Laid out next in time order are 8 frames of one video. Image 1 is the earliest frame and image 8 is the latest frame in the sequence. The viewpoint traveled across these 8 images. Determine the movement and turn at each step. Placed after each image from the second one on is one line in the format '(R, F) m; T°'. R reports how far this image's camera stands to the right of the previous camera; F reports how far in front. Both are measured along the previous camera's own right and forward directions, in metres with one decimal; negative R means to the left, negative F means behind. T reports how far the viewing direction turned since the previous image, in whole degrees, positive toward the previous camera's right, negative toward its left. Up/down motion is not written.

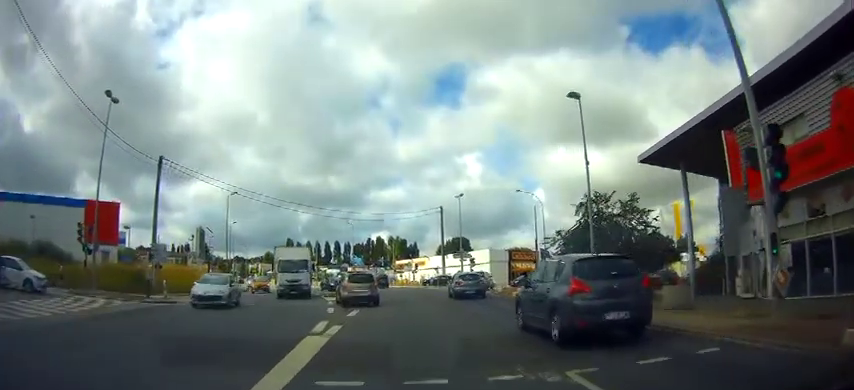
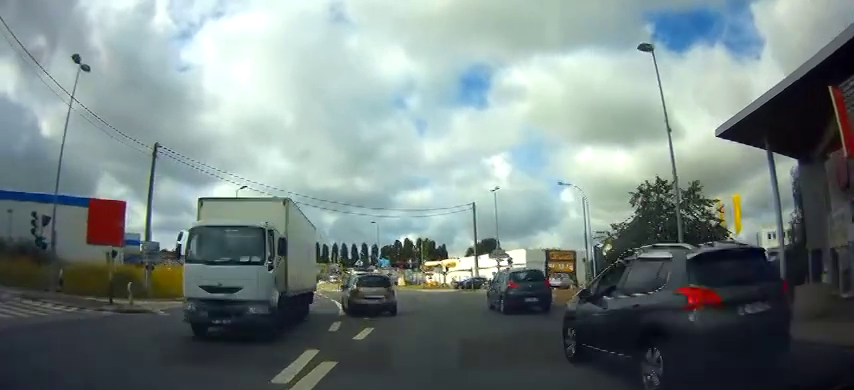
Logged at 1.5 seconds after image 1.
(-0.1, +5.3) m; -2°
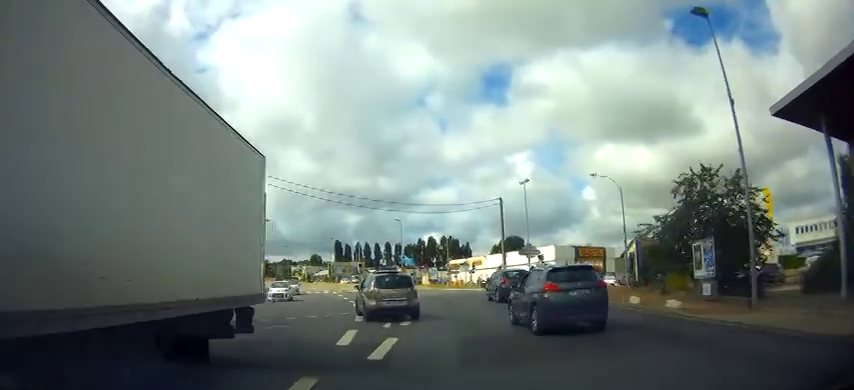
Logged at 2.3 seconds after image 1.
(0.0, +2.7) m; -1°
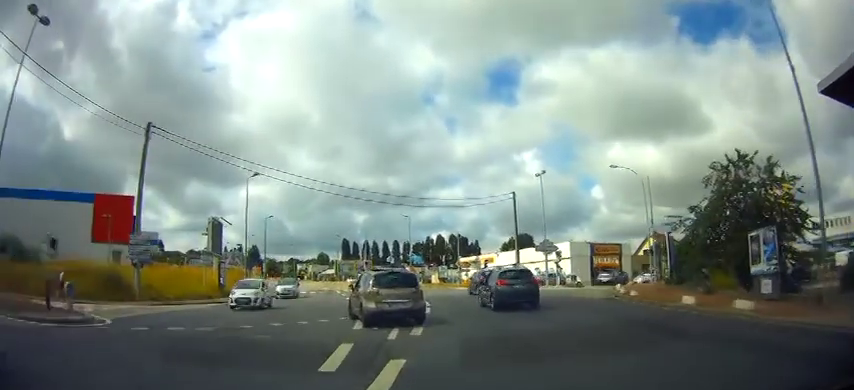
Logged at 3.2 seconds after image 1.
(0.0, +2.8) m; -4°
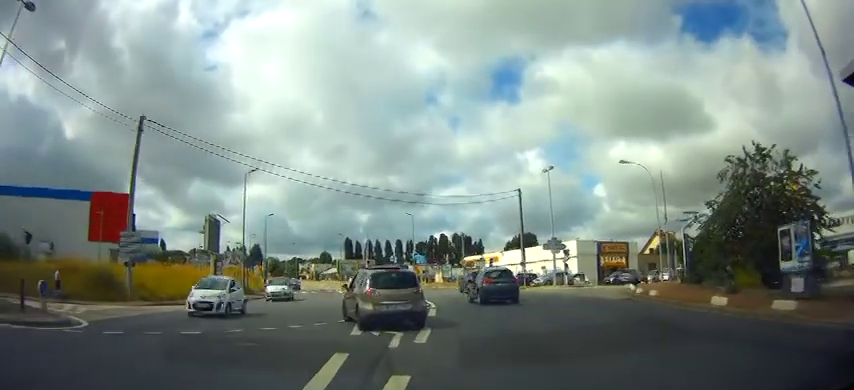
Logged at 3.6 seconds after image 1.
(-0.1, +1.2) m; -1°
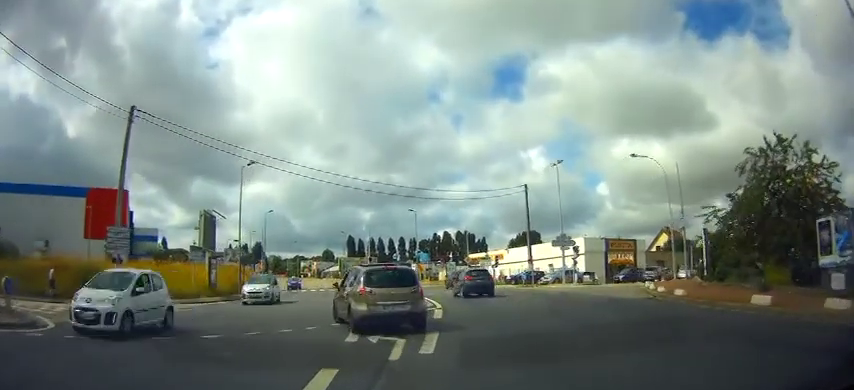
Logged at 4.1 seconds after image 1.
(-0.1, +1.6) m; -2°
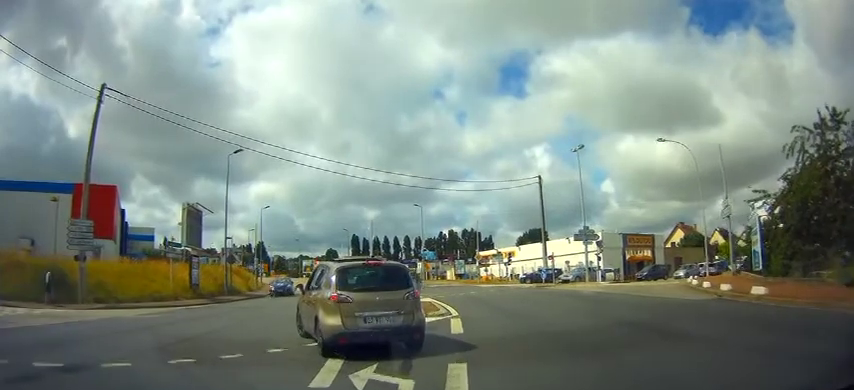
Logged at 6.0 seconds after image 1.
(+0.2, +3.6) m; +4°
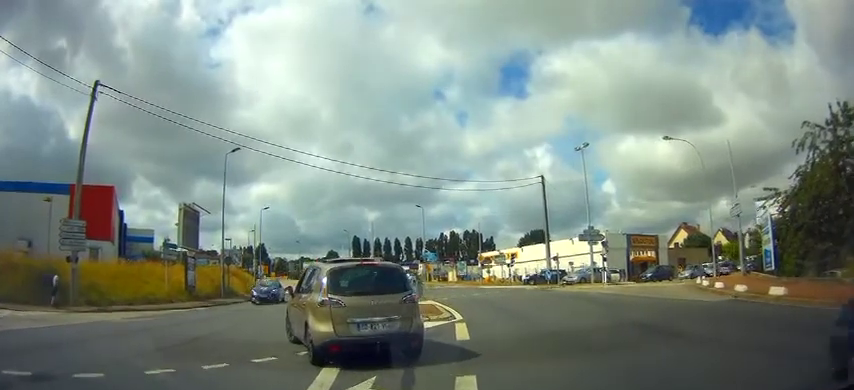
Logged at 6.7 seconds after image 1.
(-0.1, +0.7) m; 0°
